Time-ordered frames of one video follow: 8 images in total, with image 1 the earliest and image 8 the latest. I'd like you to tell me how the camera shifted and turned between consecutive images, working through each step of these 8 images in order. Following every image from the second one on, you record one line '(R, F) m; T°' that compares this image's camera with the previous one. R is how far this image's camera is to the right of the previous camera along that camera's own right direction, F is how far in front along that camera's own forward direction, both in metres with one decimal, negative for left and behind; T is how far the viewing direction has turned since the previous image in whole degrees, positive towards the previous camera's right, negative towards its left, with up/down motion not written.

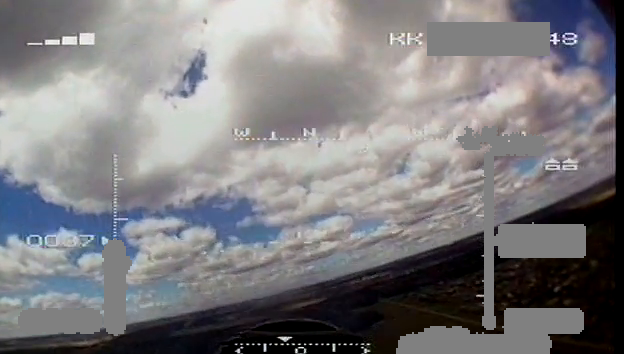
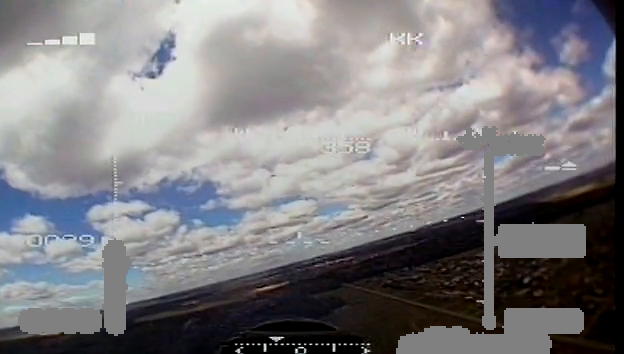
(+2.0, +11.8) m; +14°
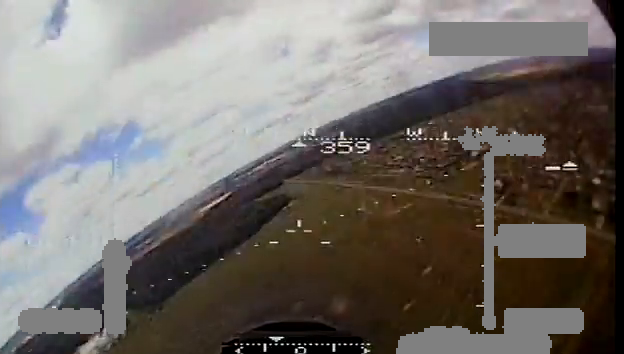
(+1.5, +18.8) m; +5°
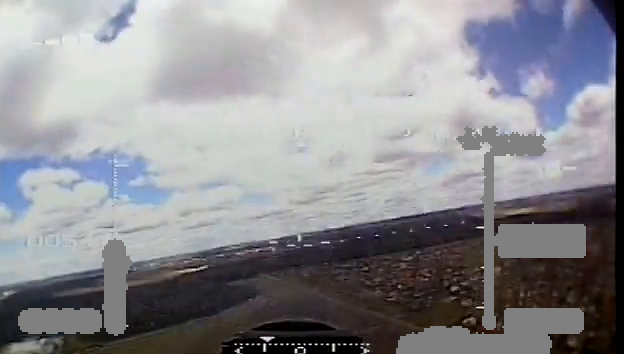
(0.0, +9.3) m; -1°
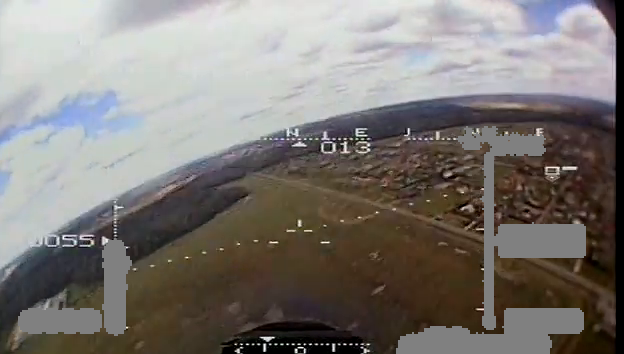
(-0.6, +19.1) m; +7°
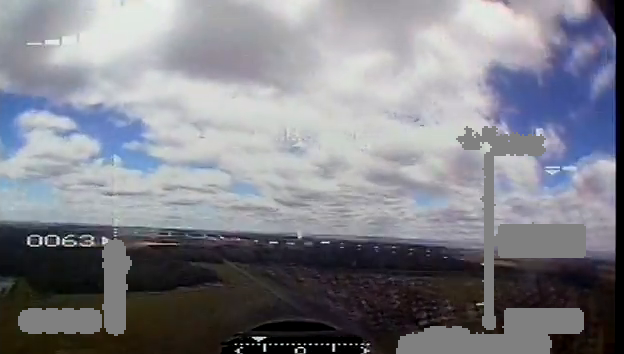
(+3.5, +17.8) m; +11°
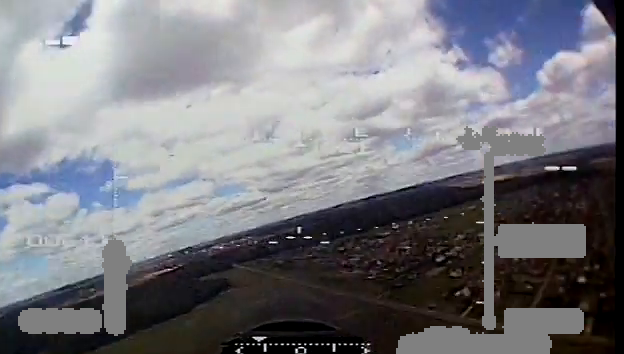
(-0.5, +7.1) m; -1°
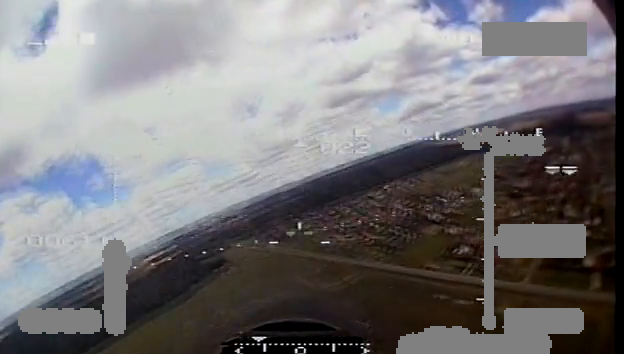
(-0.5, +10.4) m; -1°
